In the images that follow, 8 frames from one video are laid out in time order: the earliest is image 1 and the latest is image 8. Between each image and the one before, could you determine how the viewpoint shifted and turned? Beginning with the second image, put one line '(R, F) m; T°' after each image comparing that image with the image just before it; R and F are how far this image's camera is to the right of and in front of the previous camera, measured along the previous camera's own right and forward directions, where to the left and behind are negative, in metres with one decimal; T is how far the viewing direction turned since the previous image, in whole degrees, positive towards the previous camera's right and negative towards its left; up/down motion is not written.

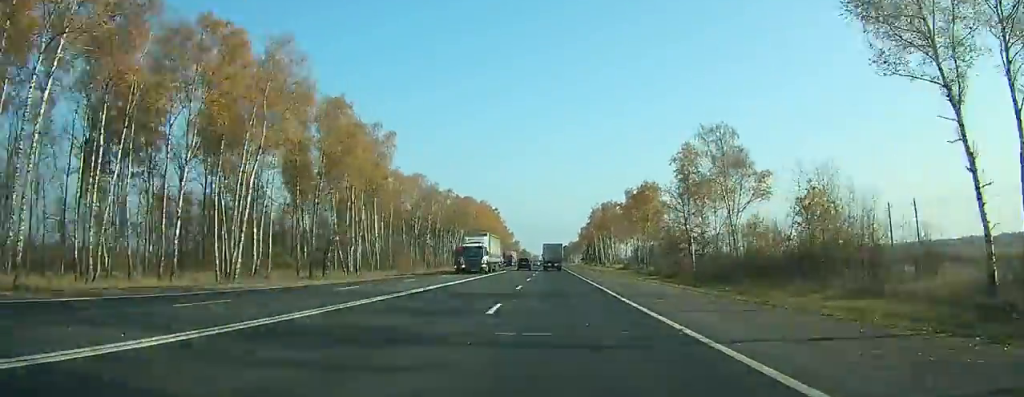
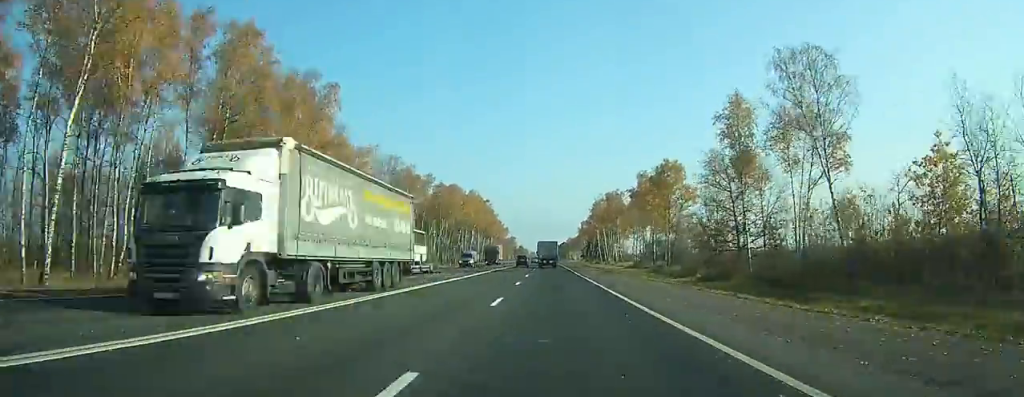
(0.0, +22.6) m; 0°
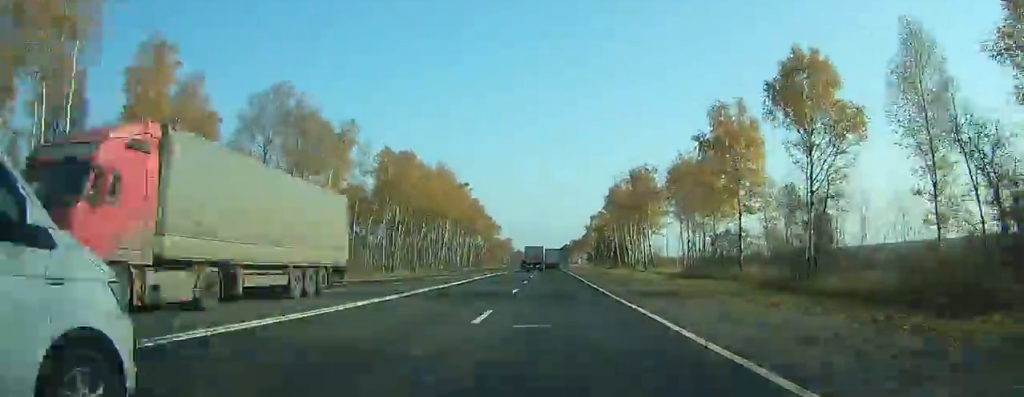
(0.0, +51.3) m; 0°
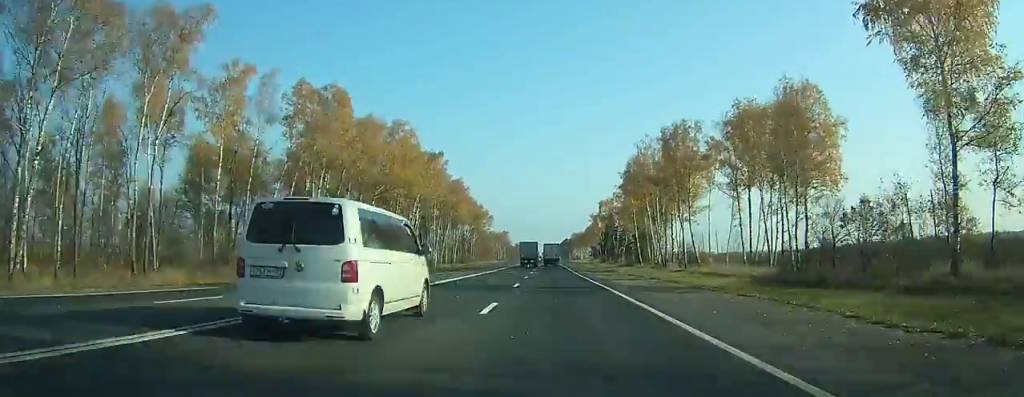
(+0.2, +34.9) m; 0°
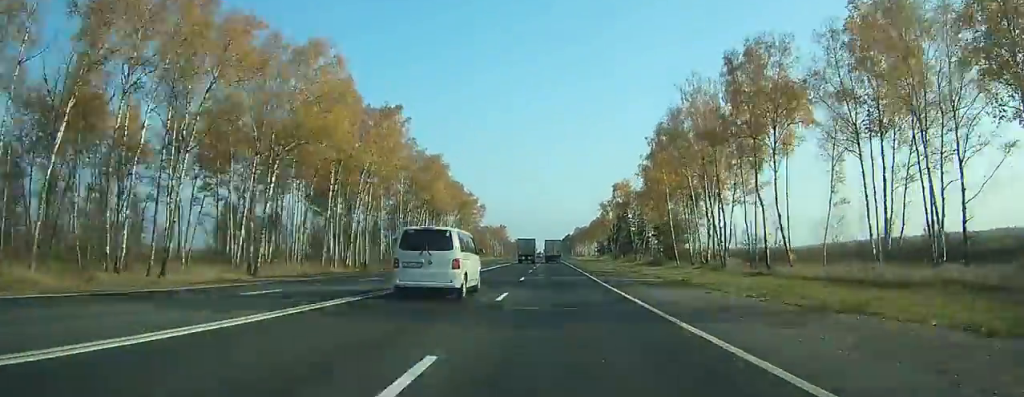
(-0.1, +31.9) m; 0°
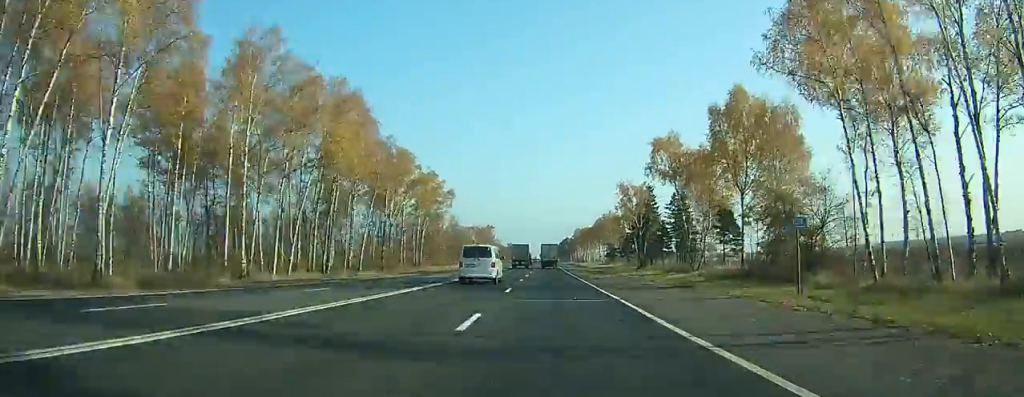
(-0.1, +54.4) m; 0°
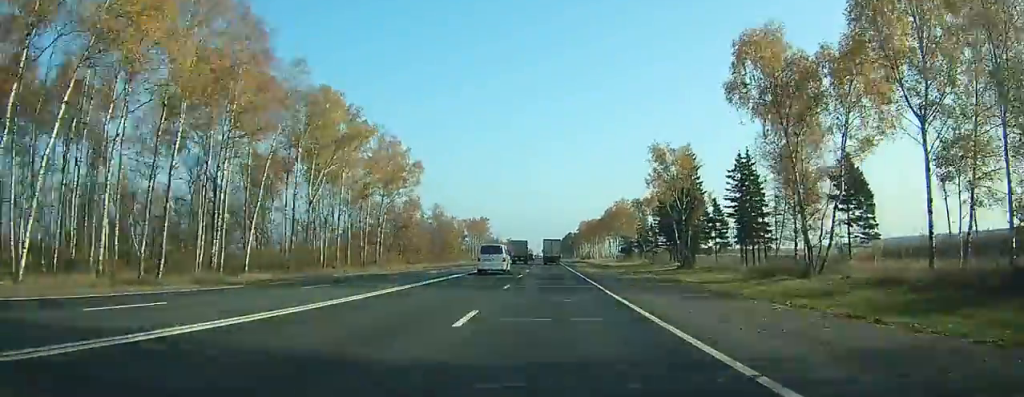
(+0.1, +35.9) m; 0°
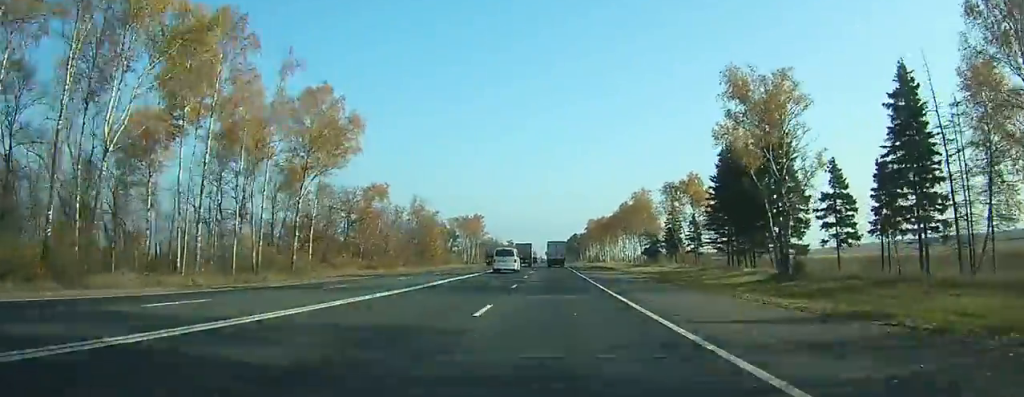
(0.0, +34.1) m; 0°
